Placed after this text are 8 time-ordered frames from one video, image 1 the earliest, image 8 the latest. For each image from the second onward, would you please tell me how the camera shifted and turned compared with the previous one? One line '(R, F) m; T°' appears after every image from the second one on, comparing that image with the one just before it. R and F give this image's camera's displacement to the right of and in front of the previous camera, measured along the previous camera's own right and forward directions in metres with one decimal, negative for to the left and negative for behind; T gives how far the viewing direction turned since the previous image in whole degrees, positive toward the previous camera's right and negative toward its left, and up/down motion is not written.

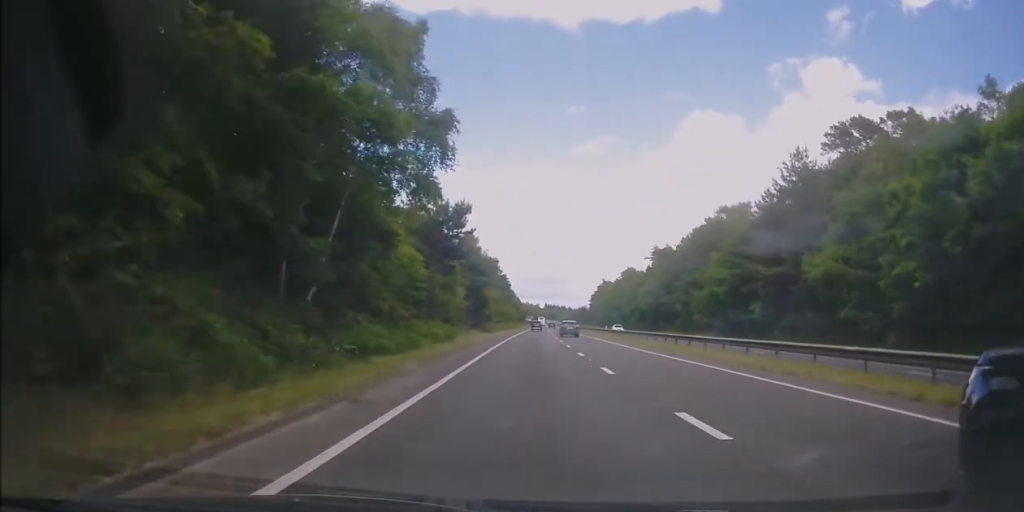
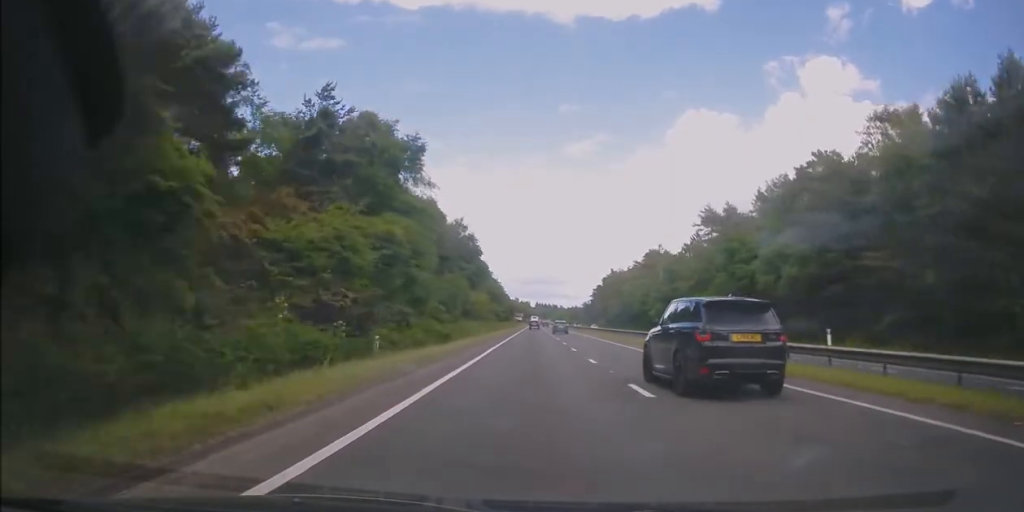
(+1.2, +59.2) m; +1°
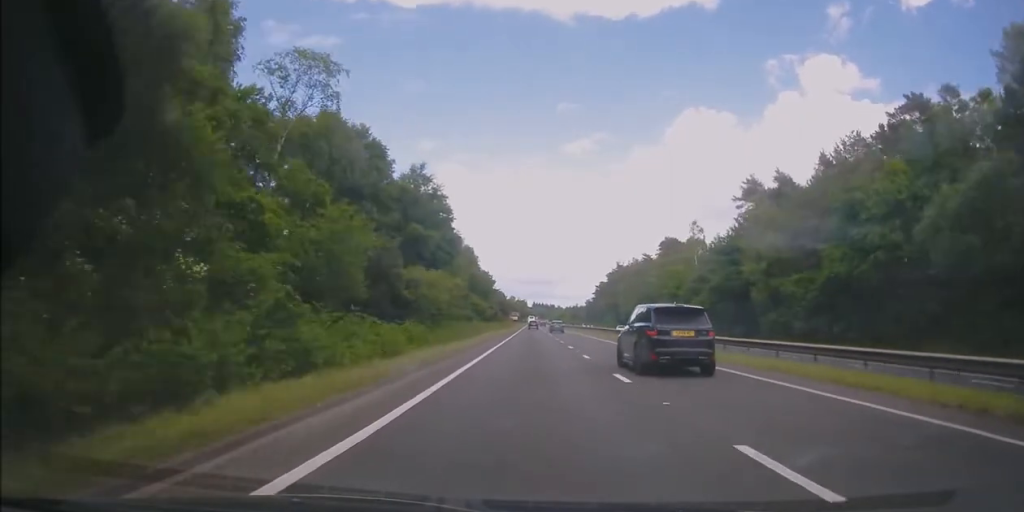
(-0.1, +24.7) m; 0°
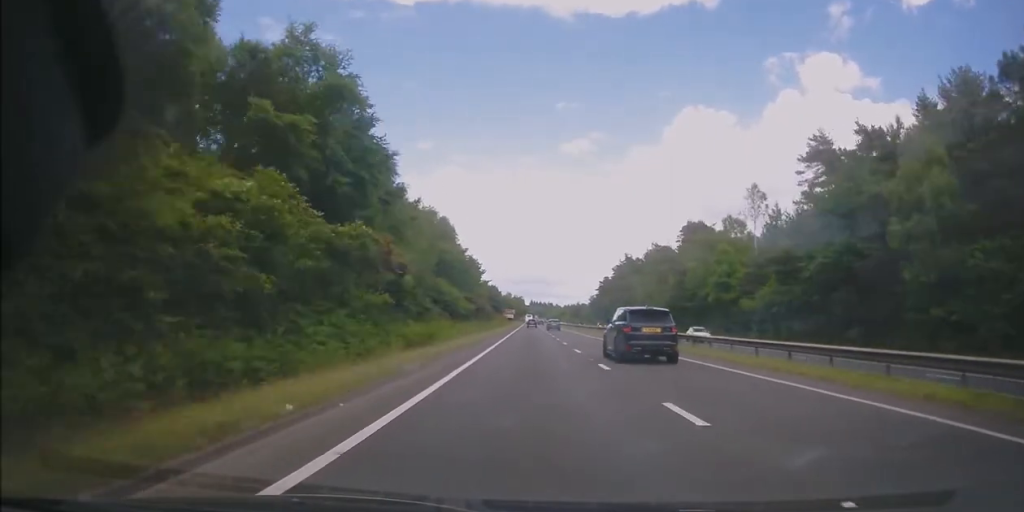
(-0.2, +23.9) m; +1°
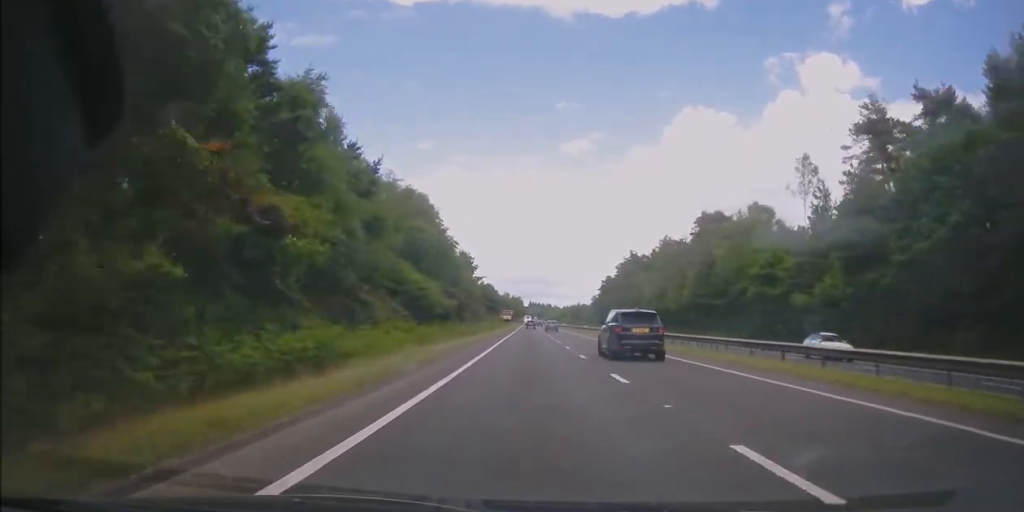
(+0.2, +12.4) m; +1°
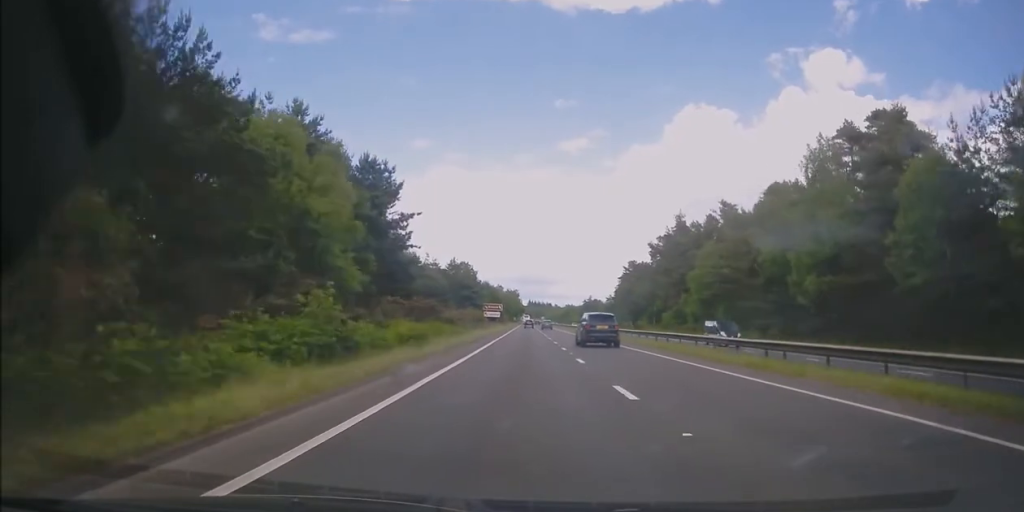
(+0.4, +57.4) m; 0°
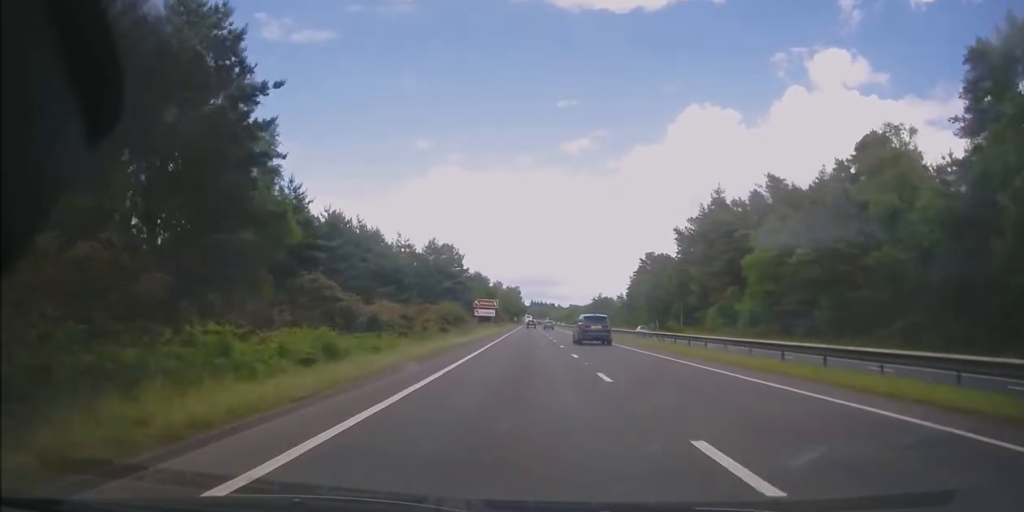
(-0.2, +24.0) m; 0°
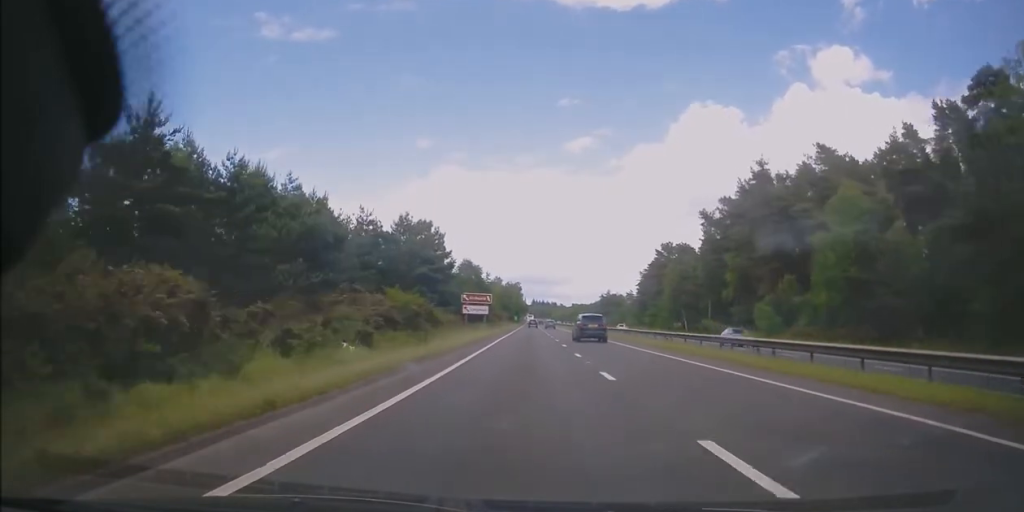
(-0.2, +18.2) m; 0°
